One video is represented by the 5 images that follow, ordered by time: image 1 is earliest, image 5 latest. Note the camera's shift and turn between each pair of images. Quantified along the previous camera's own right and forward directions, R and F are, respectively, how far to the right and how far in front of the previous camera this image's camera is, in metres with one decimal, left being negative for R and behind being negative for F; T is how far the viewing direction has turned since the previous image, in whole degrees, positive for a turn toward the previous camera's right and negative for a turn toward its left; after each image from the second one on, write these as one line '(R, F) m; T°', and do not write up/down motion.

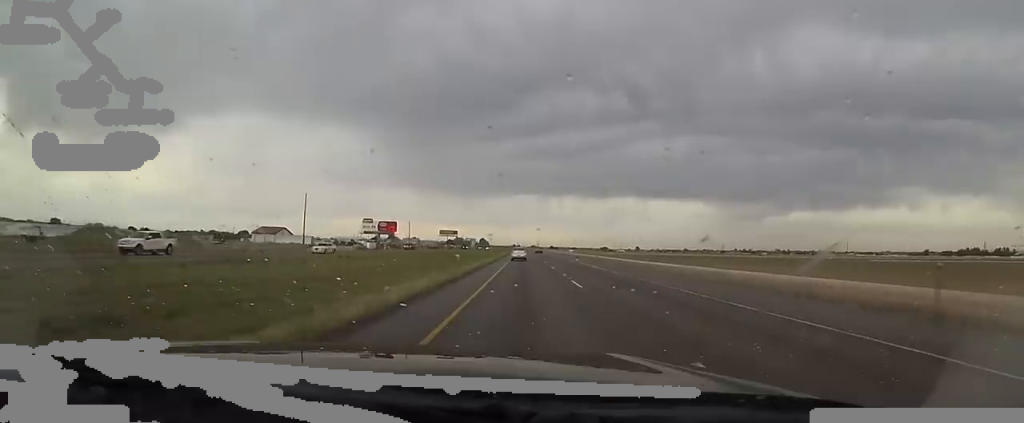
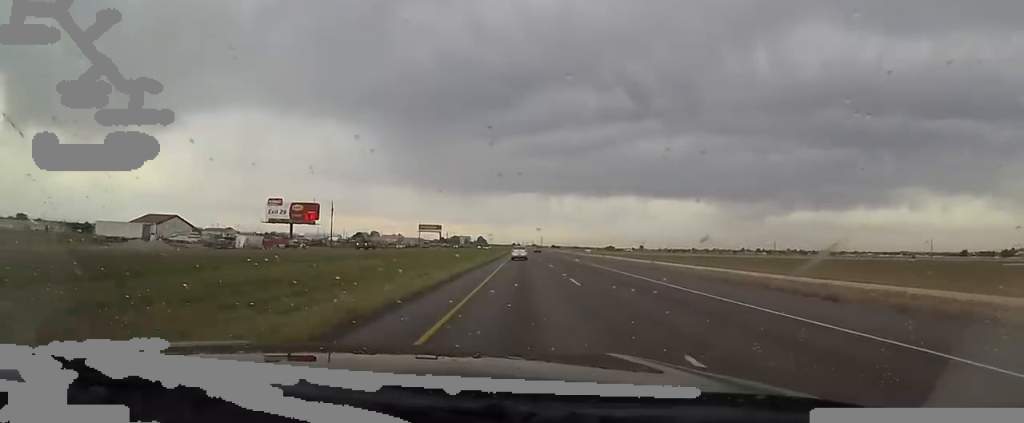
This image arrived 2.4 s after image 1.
(+0.7, +78.8) m; -1°
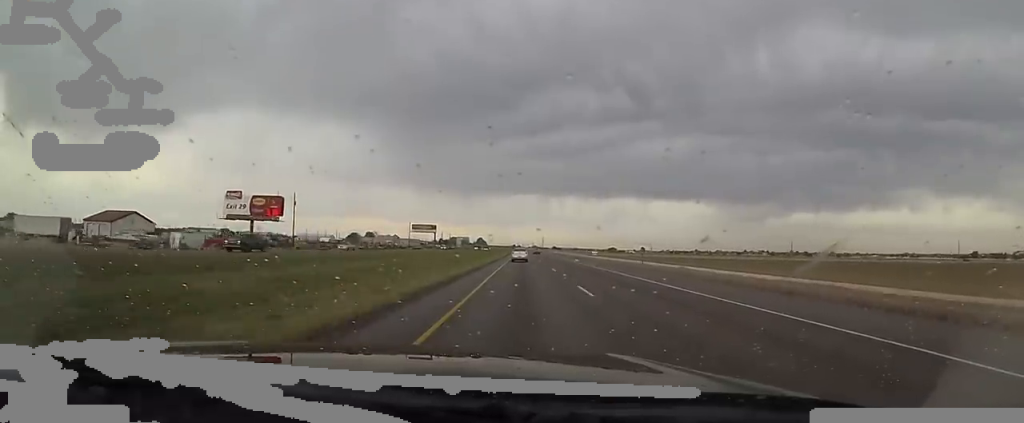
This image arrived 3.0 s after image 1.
(-0.3, +19.1) m; 0°
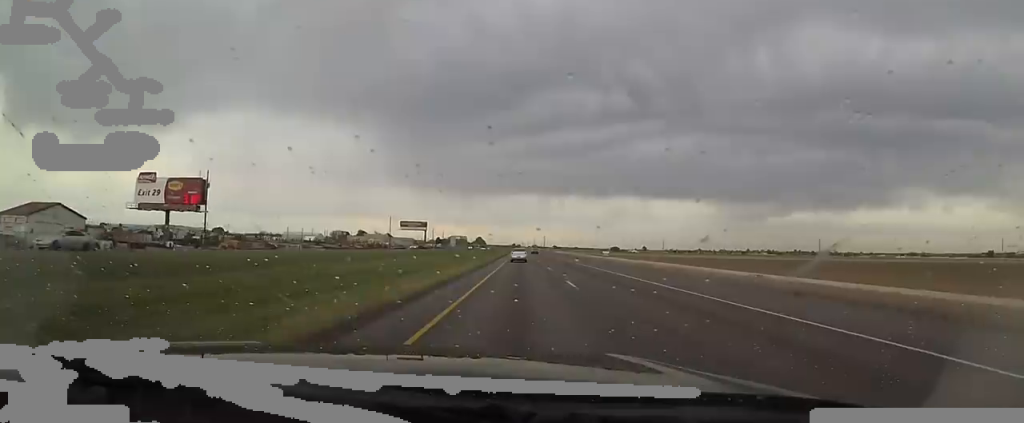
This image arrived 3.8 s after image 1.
(+0.2, +26.4) m; 0°
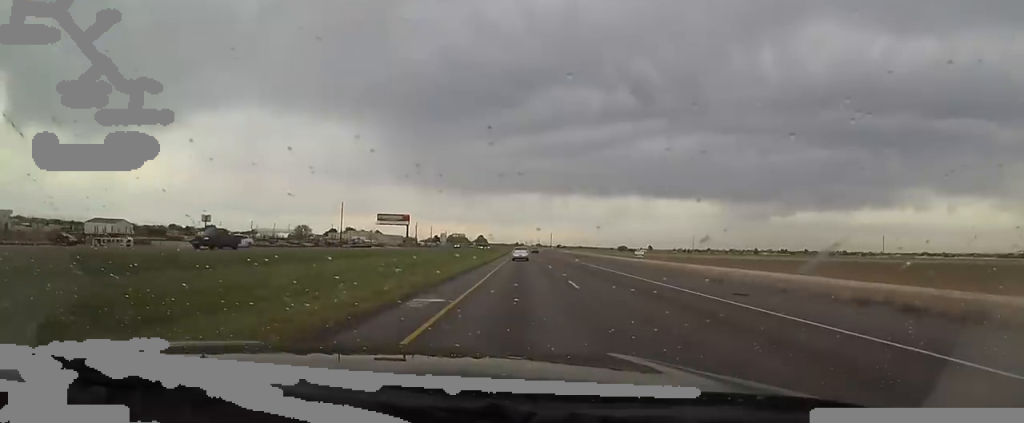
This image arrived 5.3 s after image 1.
(-0.1, +44.2) m; +1°
